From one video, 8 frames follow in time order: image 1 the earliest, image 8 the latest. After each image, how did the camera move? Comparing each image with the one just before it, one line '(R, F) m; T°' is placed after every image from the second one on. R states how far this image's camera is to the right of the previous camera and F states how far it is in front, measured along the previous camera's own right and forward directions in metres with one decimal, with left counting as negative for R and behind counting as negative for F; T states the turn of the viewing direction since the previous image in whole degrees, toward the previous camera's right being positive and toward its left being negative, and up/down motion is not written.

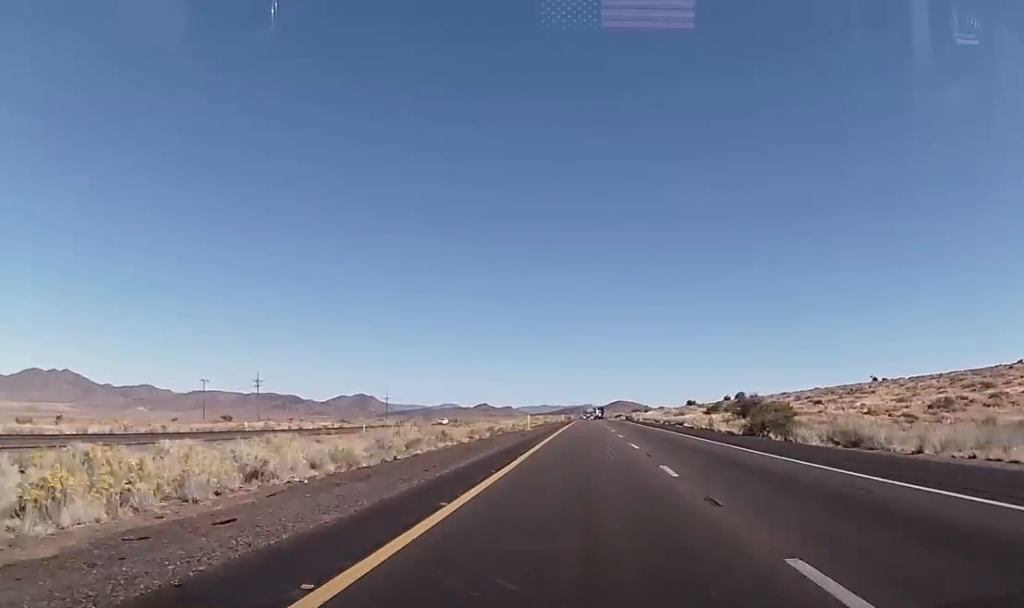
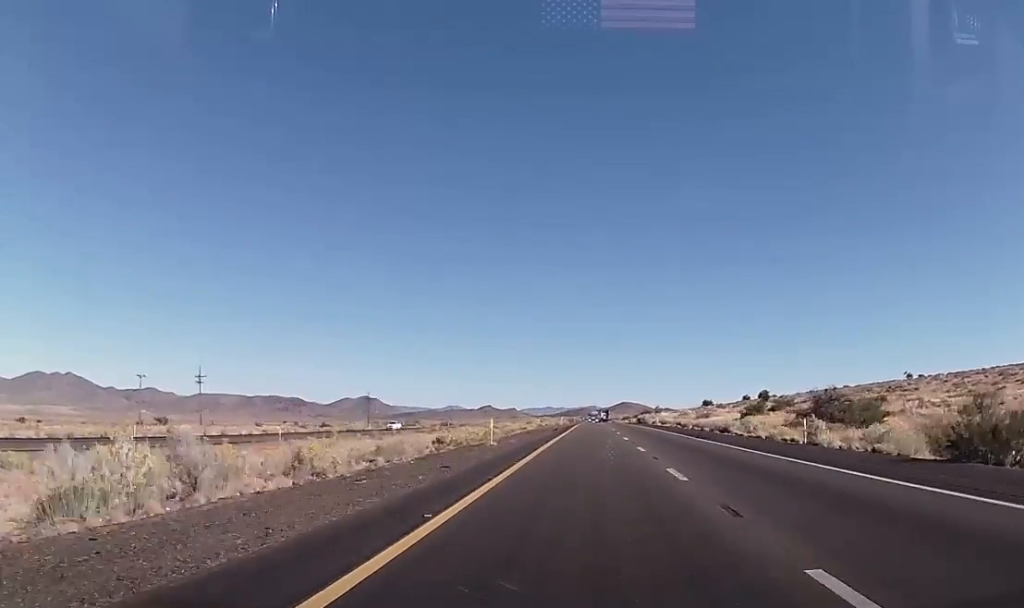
(+0.3, +25.5) m; +1°
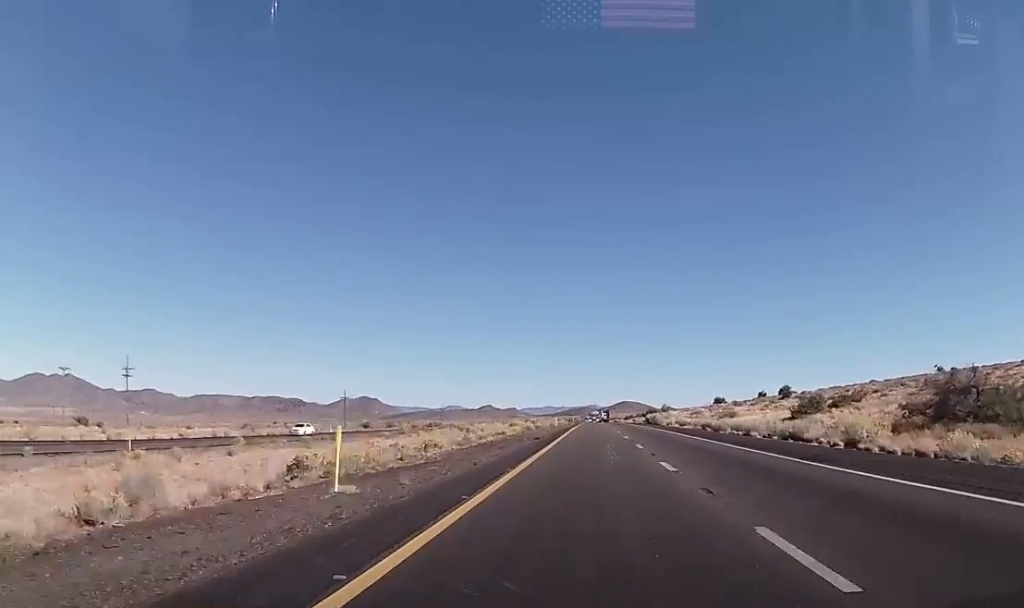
(+0.1, +22.0) m; +1°
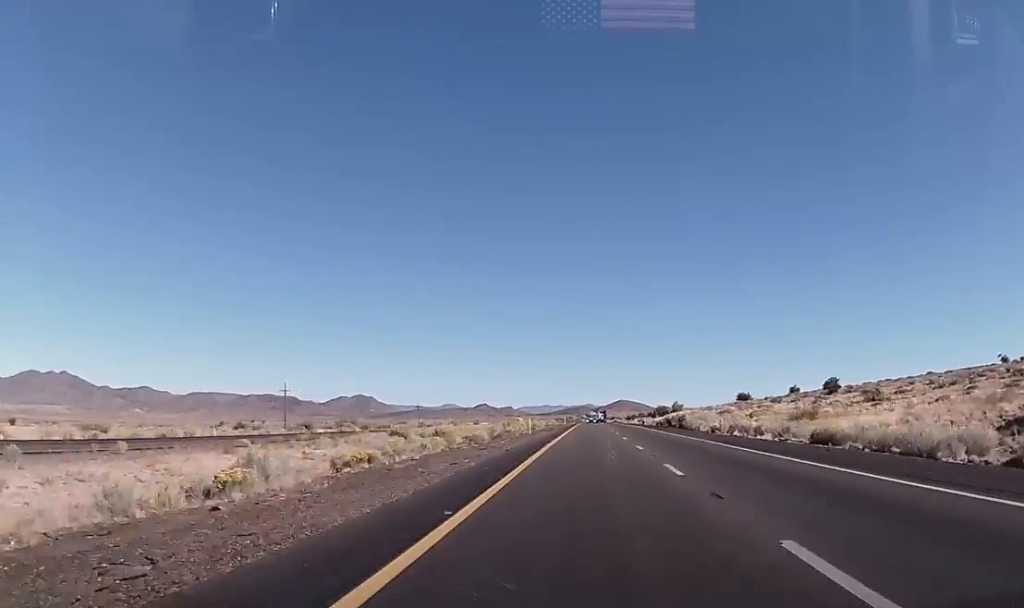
(+0.2, +38.2) m; +1°
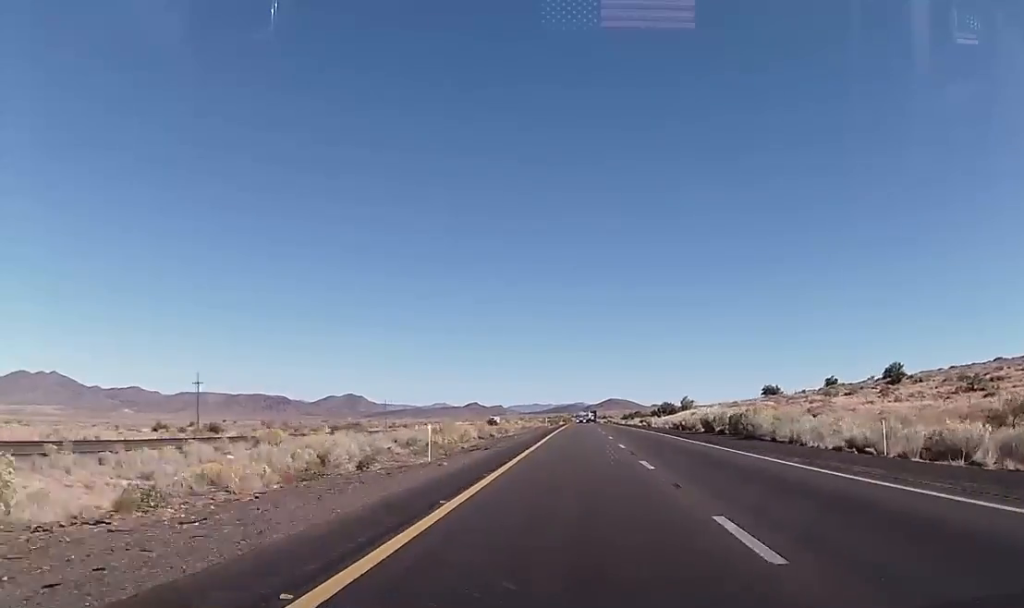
(+0.1, +34.8) m; 0°
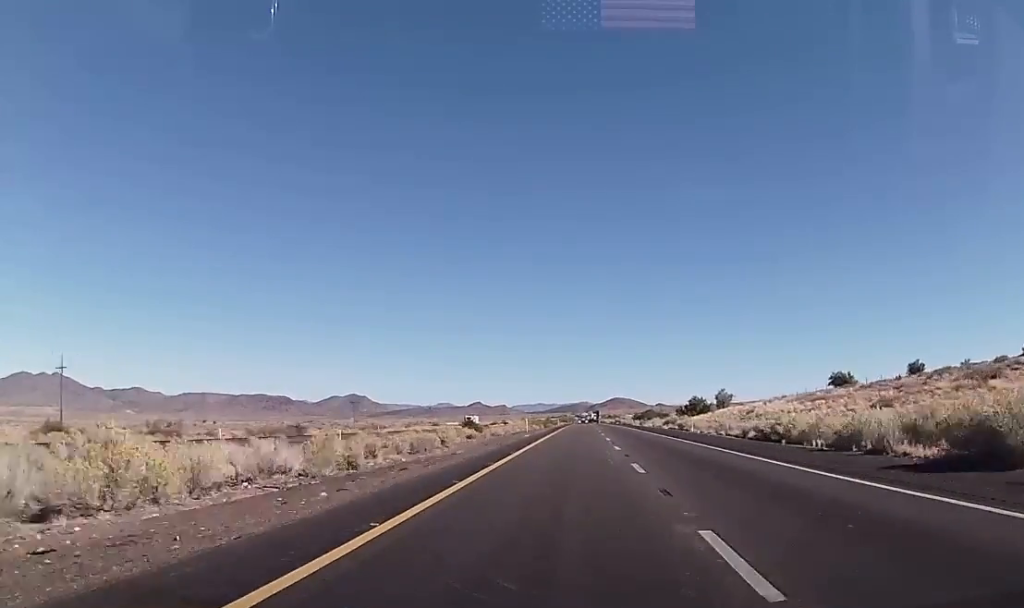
(-0.4, +38.4) m; -1°
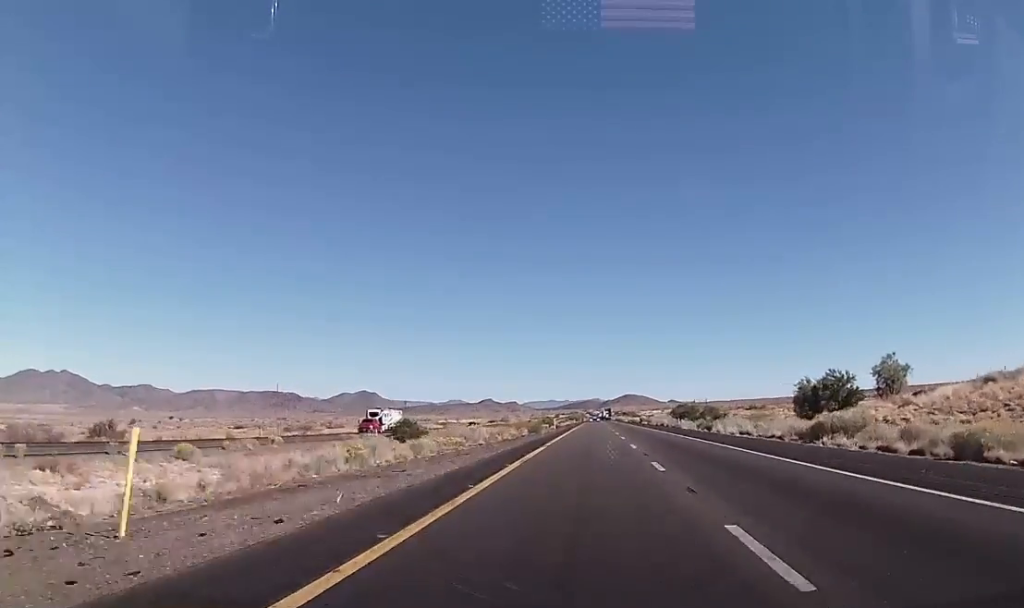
(0.0, +61.0) m; 0°
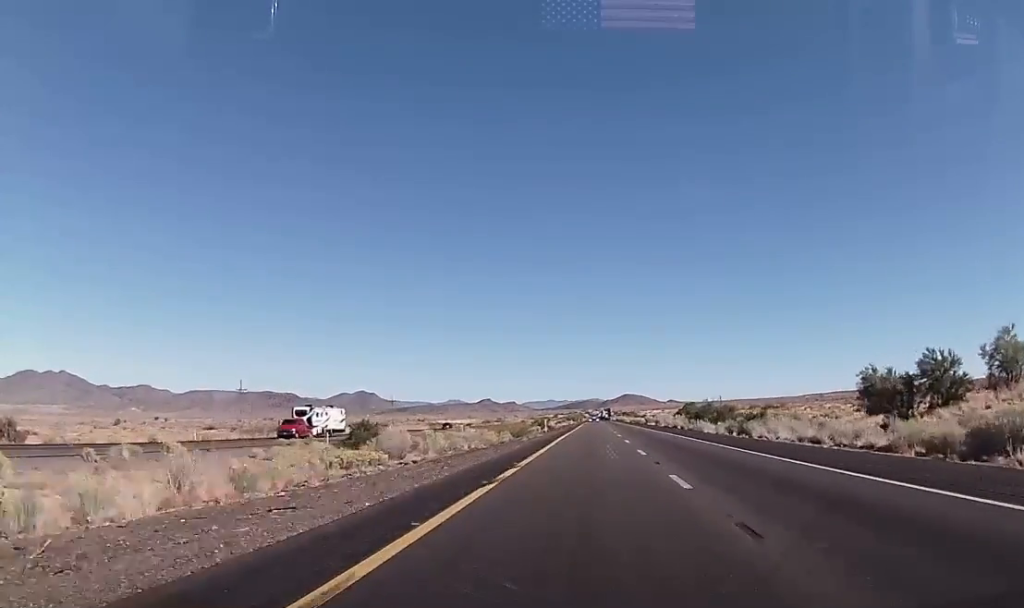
(0.0, +16.5) m; 0°
